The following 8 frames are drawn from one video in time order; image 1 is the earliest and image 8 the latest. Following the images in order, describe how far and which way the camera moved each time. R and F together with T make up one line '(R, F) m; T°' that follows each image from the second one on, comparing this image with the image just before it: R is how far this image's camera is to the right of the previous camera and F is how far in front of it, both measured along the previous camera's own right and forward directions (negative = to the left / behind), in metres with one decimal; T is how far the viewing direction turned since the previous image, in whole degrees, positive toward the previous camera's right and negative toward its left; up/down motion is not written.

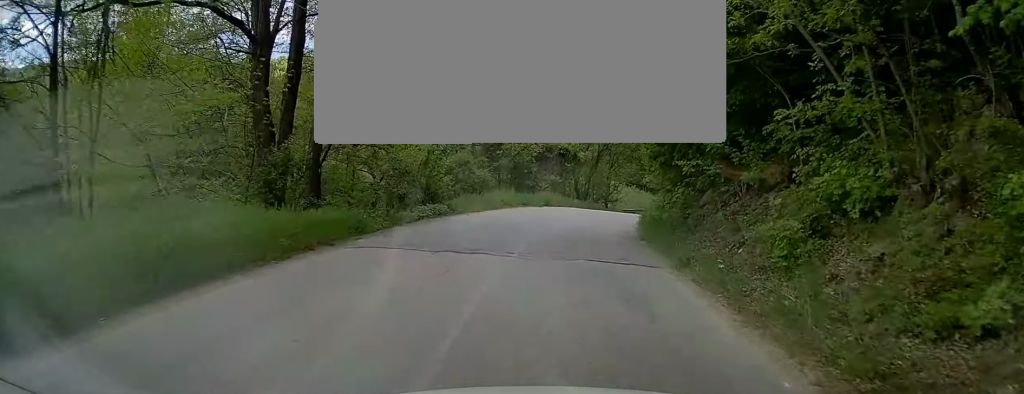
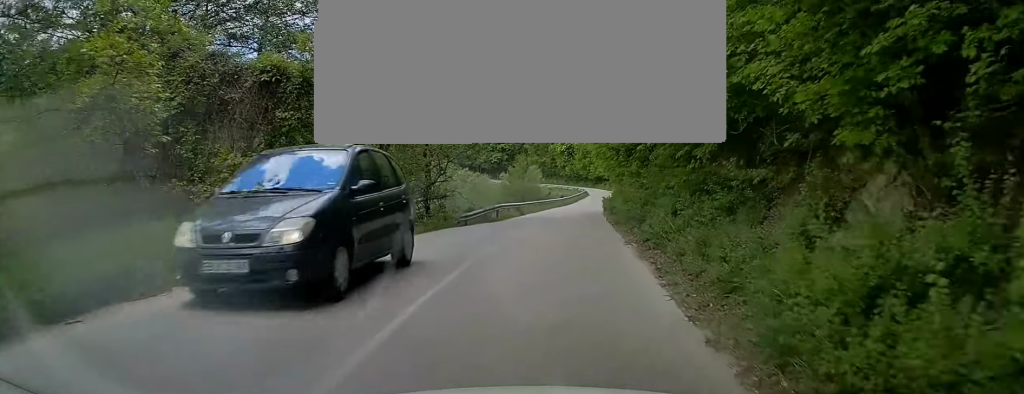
(+5.4, +27.0) m; +18°
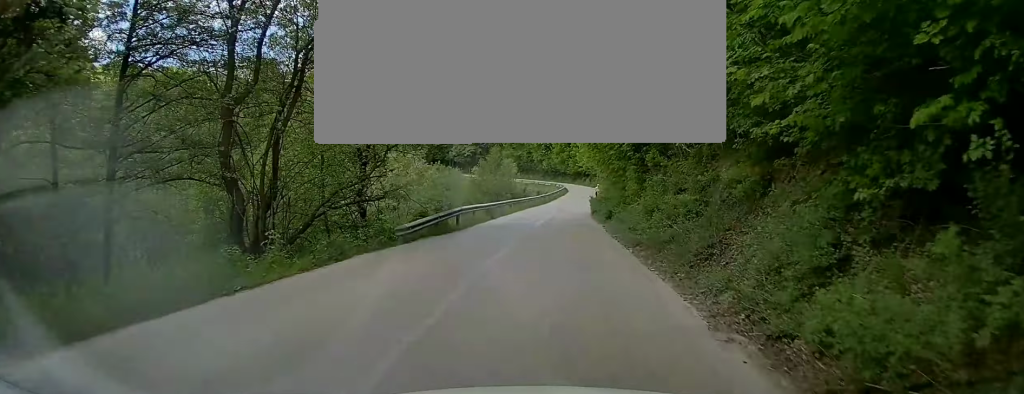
(+0.2, +7.9) m; +2°
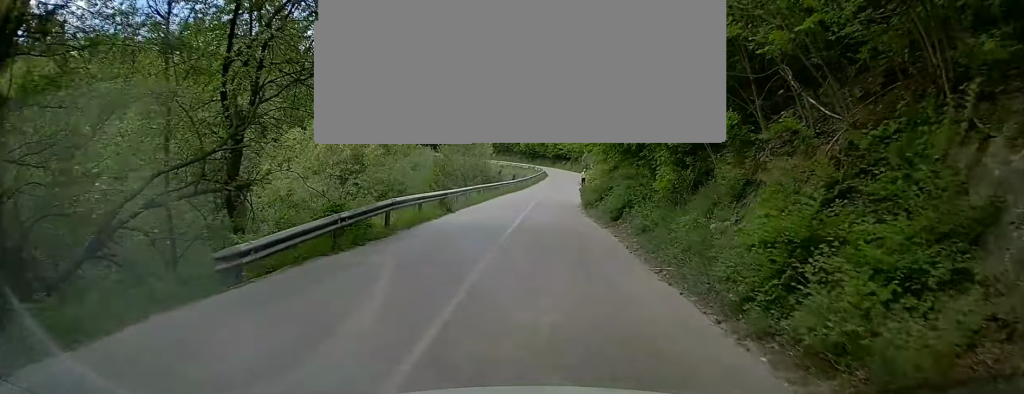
(+0.5, +8.5) m; 0°
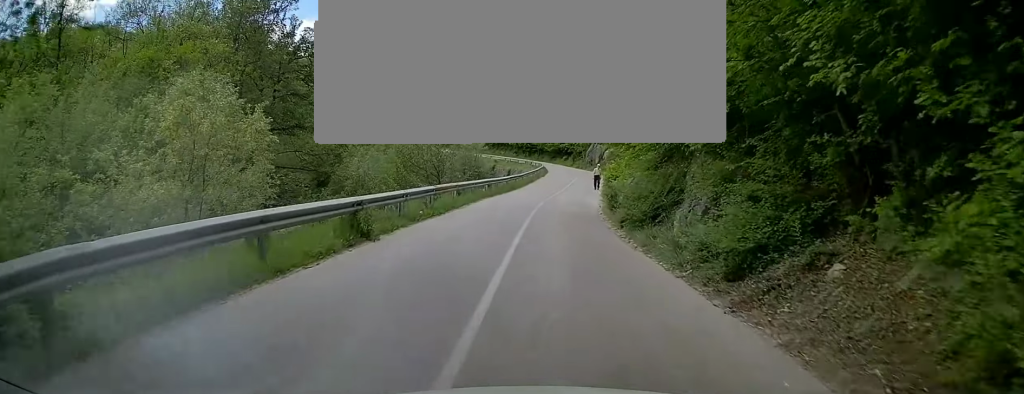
(-0.8, +11.2) m; +1°
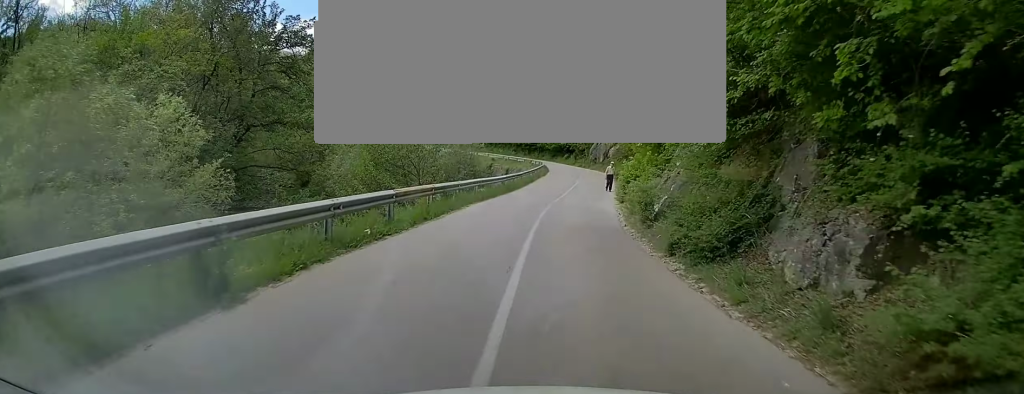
(+0.5, +5.8) m; +2°
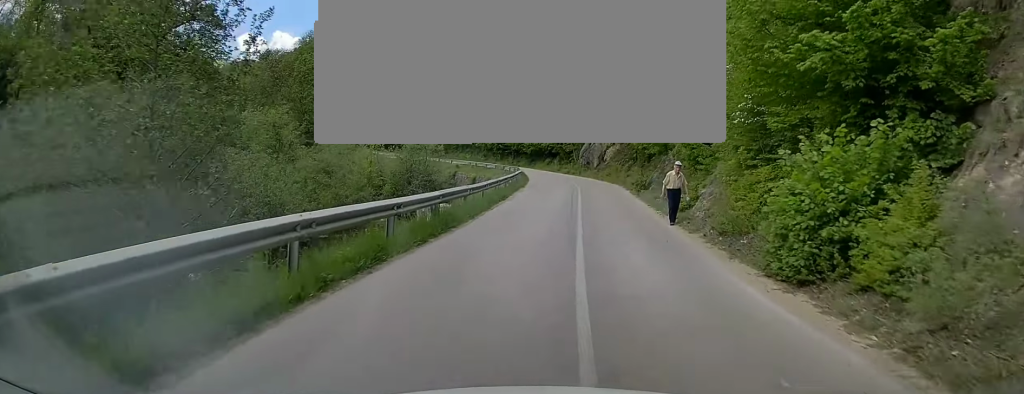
(+0.9, +18.5) m; +4°
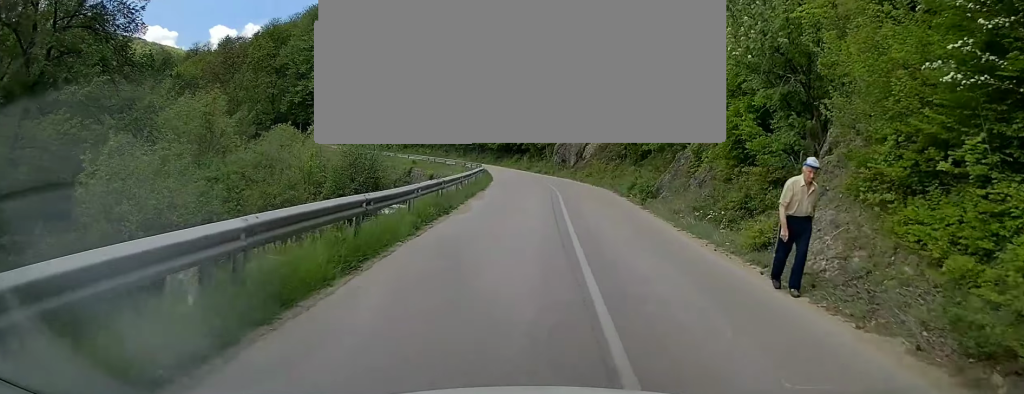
(+0.2, +9.3) m; +3°
